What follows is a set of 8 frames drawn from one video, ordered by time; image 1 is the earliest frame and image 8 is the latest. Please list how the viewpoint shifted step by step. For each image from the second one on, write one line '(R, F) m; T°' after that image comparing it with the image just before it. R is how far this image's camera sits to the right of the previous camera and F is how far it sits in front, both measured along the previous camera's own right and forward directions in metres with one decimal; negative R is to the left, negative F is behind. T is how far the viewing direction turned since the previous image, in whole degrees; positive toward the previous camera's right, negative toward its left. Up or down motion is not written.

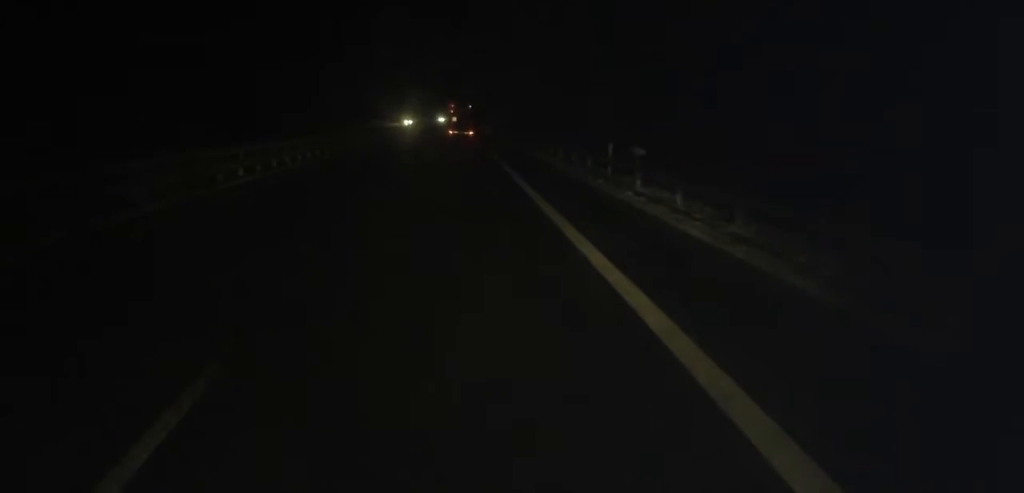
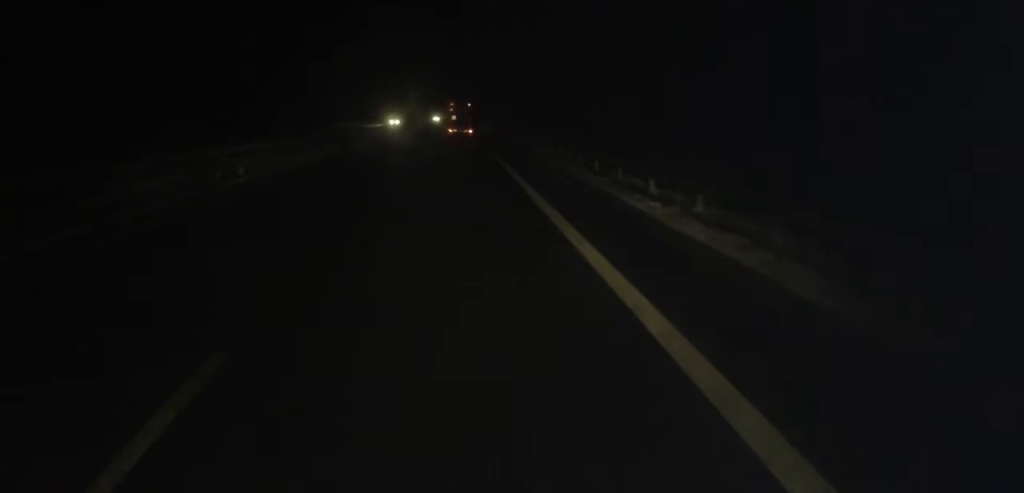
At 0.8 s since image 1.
(+0.1, +17.9) m; -1°
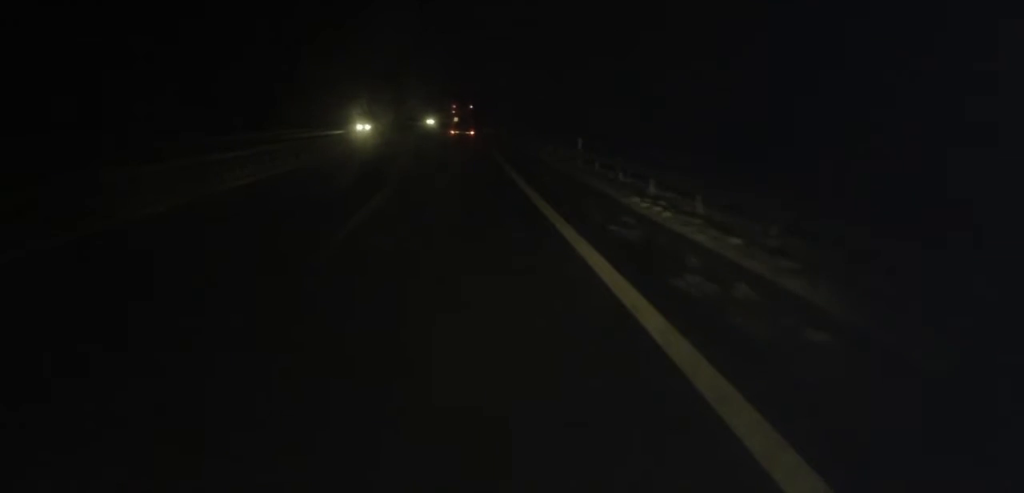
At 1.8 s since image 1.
(-0.5, +24.0) m; 0°
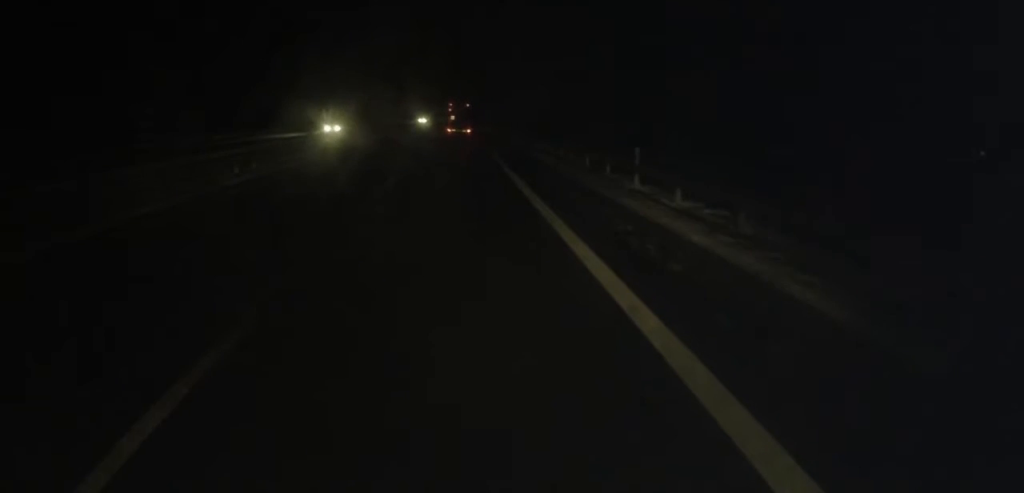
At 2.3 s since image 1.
(+0.2, +10.8) m; 0°
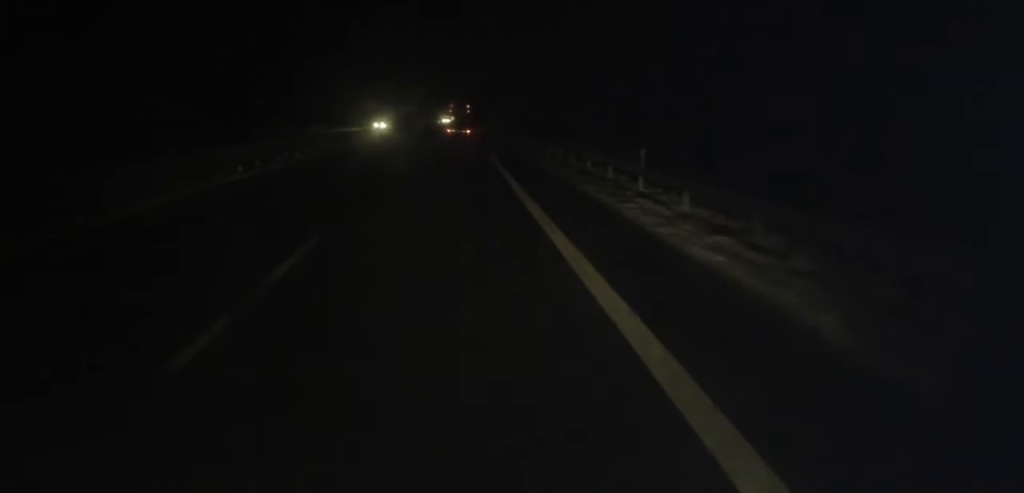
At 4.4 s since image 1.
(+0.1, +49.6) m; +1°
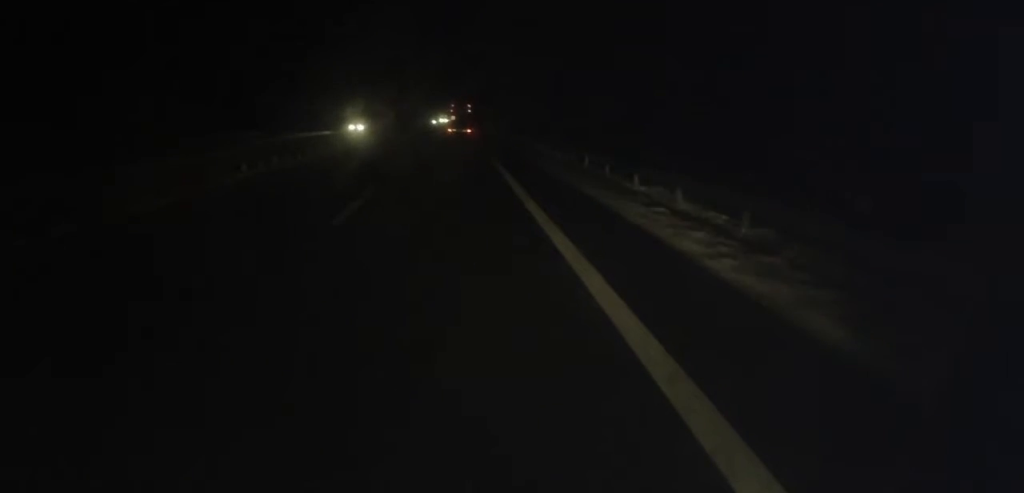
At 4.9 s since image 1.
(+0.1, +11.7) m; +1°
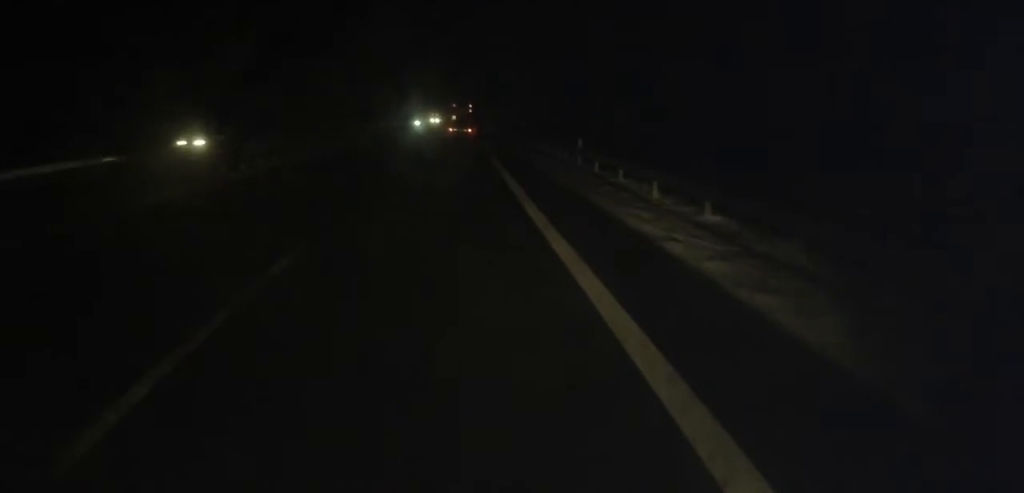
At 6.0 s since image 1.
(0.0, +26.3) m; 0°
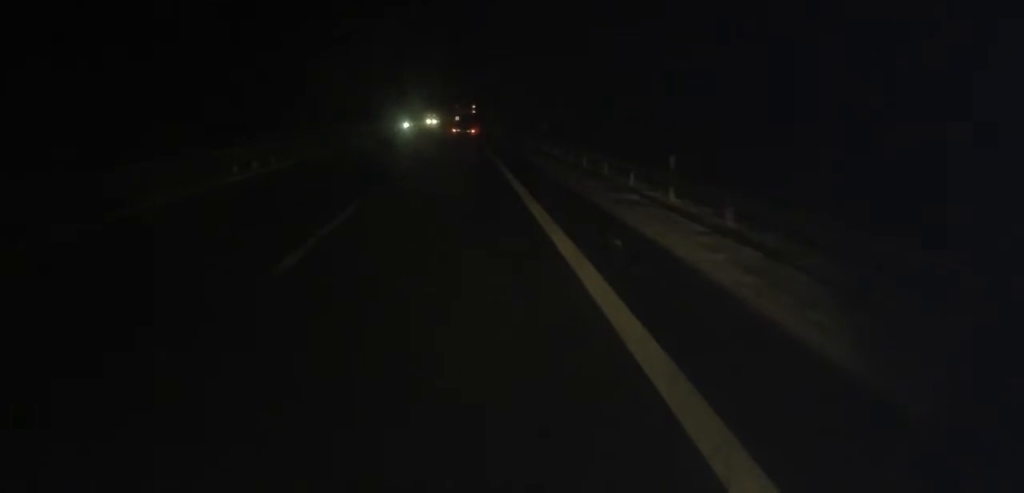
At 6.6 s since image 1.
(+0.1, +13.1) m; -1°
